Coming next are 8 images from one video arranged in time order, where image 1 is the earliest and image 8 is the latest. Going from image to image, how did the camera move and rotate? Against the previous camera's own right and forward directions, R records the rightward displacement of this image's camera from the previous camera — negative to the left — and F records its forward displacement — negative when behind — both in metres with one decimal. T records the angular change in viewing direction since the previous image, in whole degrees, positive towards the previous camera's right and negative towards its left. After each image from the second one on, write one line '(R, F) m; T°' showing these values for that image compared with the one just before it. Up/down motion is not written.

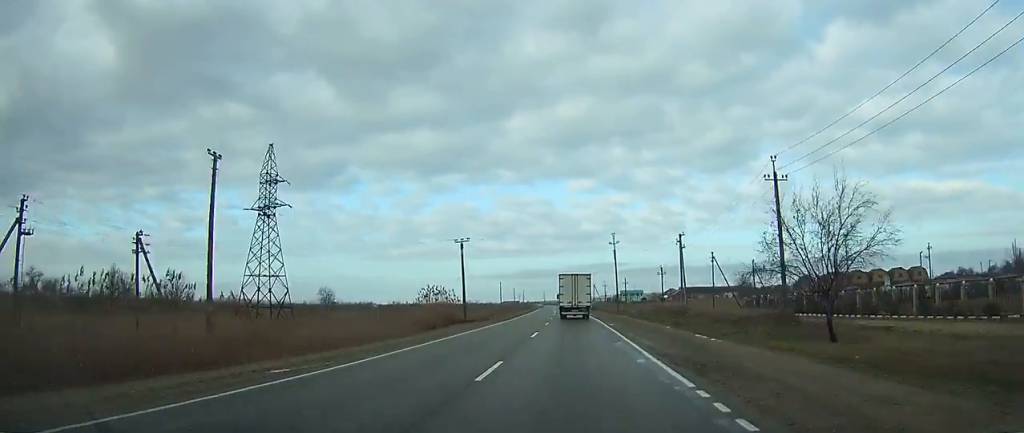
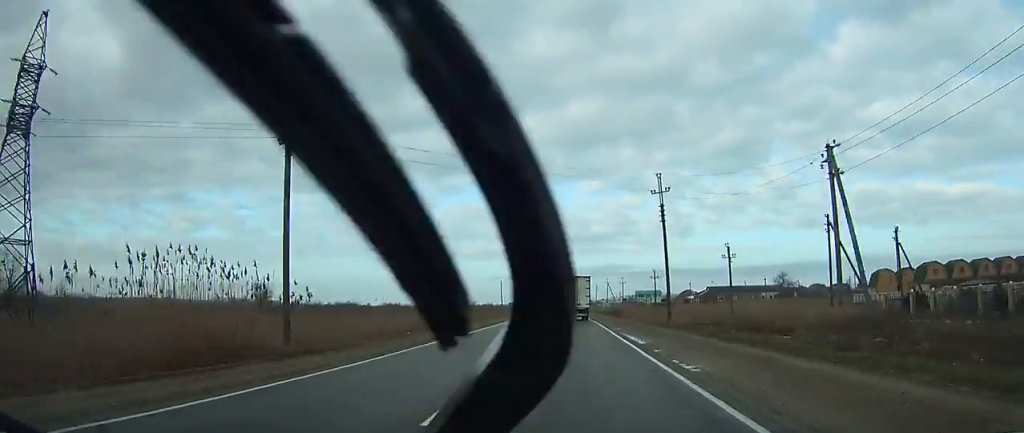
(-0.1, +39.6) m; -1°
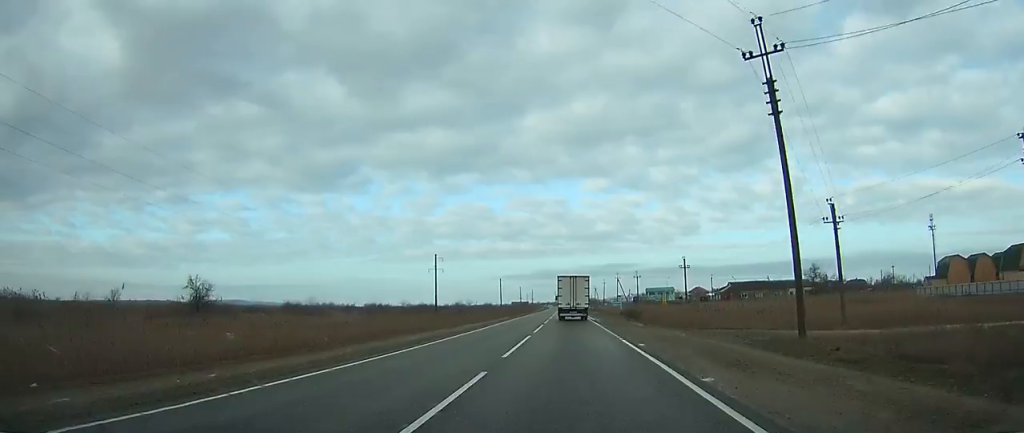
(-0.2, +24.6) m; 0°
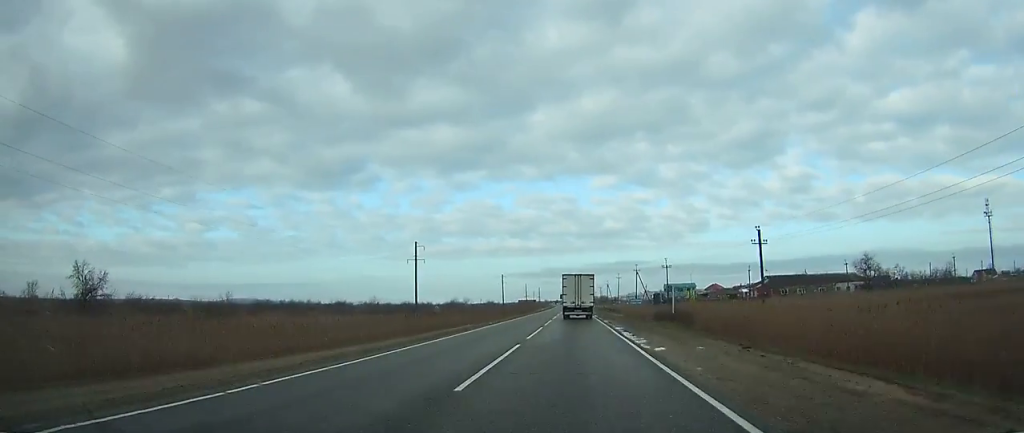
(-0.2, +29.3) m; 0°
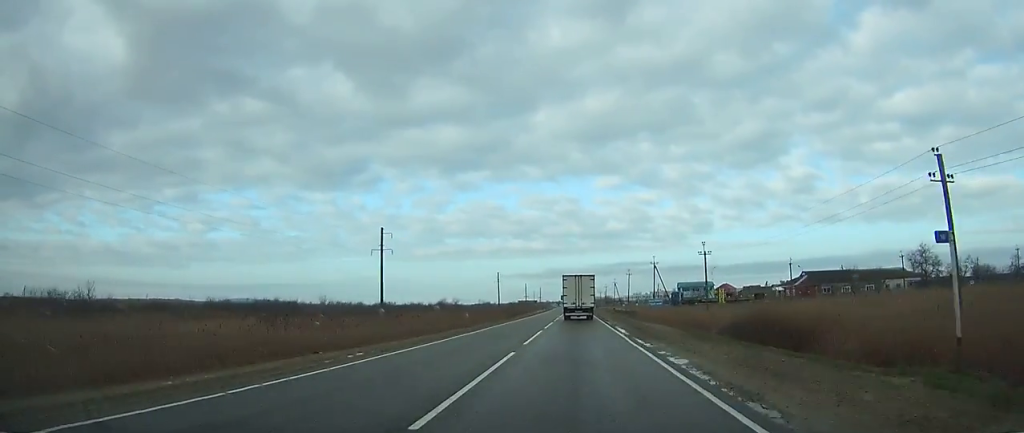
(0.0, +26.5) m; 0°
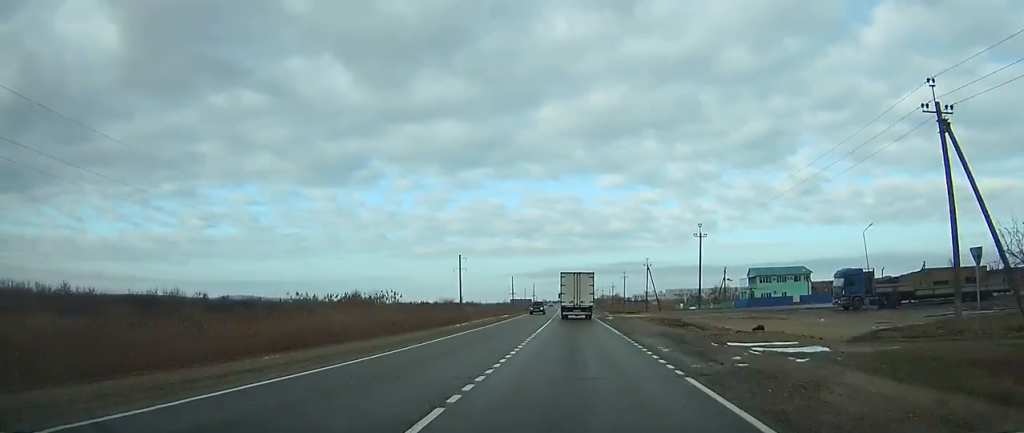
(-0.2, +90.4) m; 0°
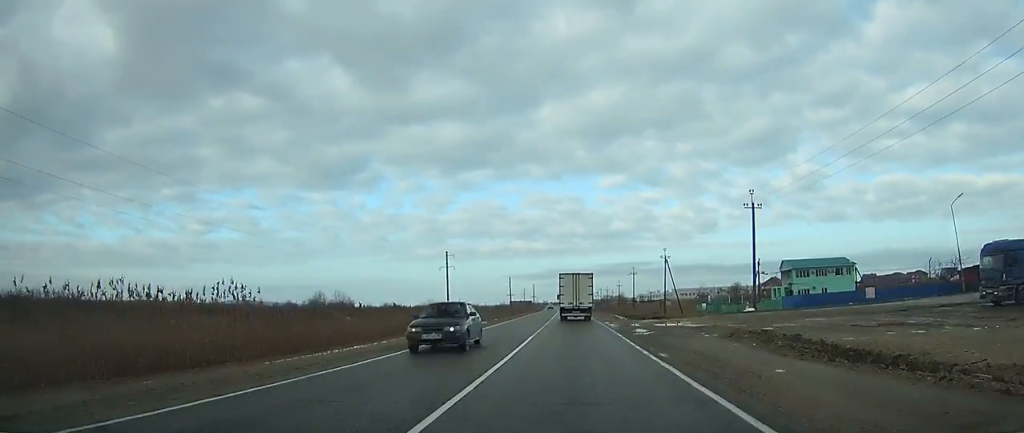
(0.0, +20.3) m; 0°
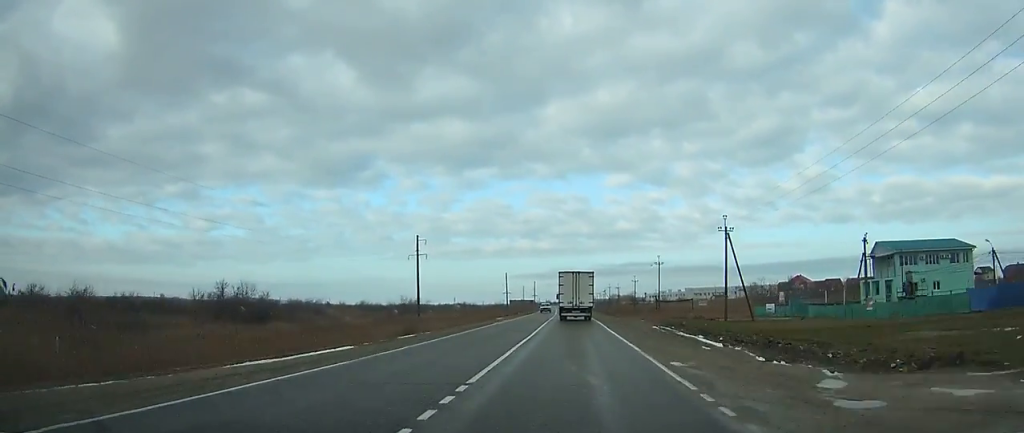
(-0.1, +34.3) m; 0°
